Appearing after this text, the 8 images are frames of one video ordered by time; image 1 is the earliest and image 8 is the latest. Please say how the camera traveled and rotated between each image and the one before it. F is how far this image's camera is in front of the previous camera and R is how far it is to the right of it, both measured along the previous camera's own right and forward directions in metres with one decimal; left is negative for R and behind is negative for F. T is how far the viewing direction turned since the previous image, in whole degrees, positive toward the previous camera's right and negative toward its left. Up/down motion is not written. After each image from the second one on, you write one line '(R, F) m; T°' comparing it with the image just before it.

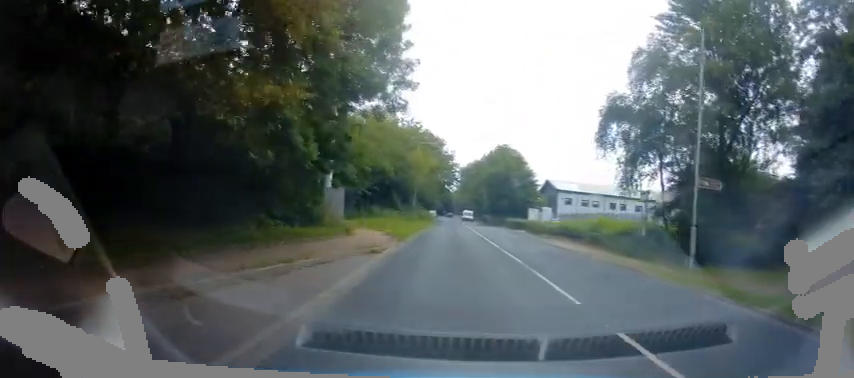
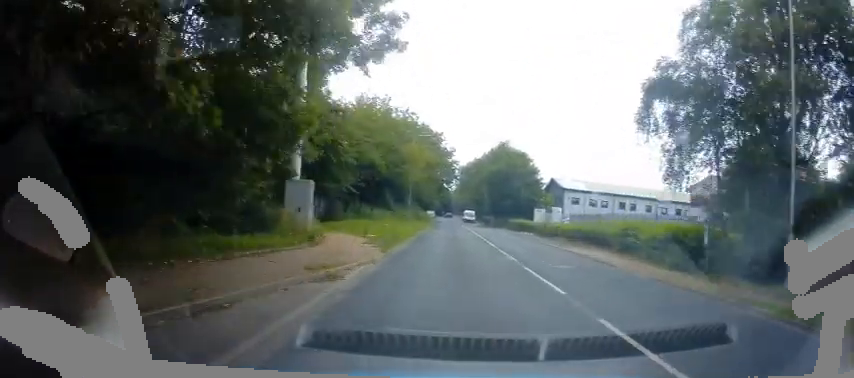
(0.0, +4.8) m; +1°
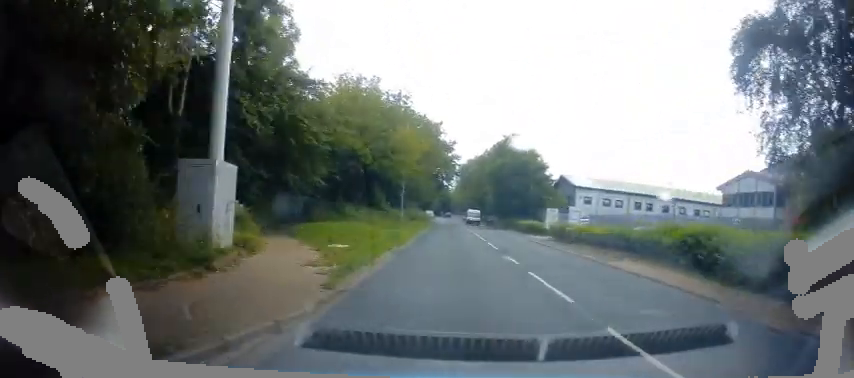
(+0.1, +6.8) m; 0°
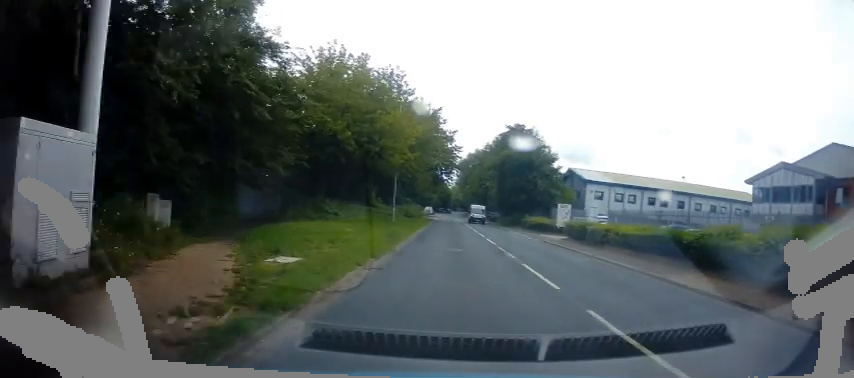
(+0.1, +4.9) m; 0°
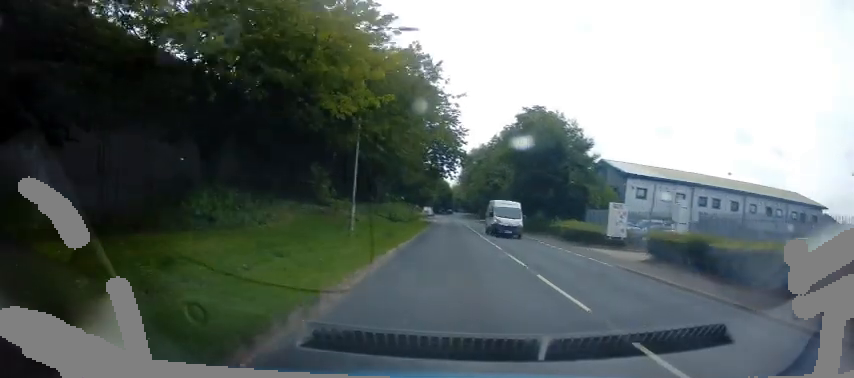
(-0.3, +13.5) m; -1°
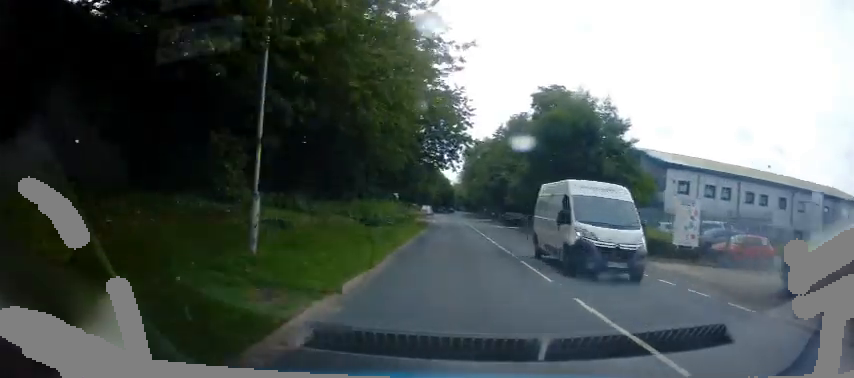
(+0.2, +9.3) m; 0°
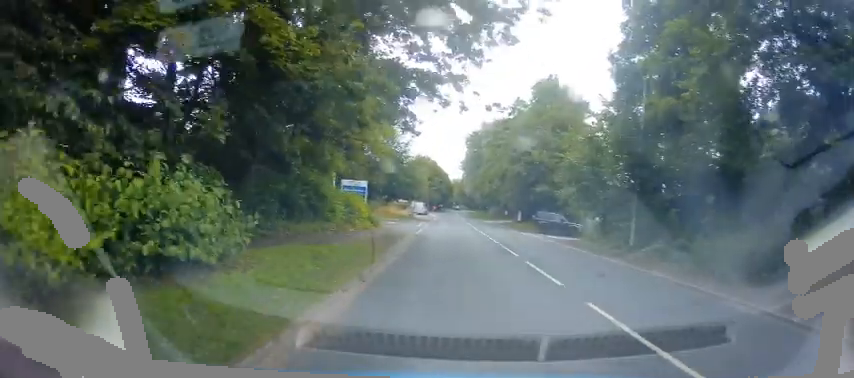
(-0.4, +24.4) m; -1°
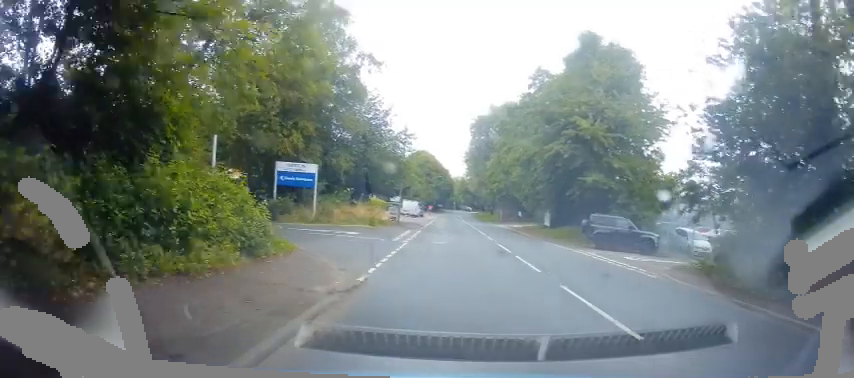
(+0.3, +16.0) m; +2°
